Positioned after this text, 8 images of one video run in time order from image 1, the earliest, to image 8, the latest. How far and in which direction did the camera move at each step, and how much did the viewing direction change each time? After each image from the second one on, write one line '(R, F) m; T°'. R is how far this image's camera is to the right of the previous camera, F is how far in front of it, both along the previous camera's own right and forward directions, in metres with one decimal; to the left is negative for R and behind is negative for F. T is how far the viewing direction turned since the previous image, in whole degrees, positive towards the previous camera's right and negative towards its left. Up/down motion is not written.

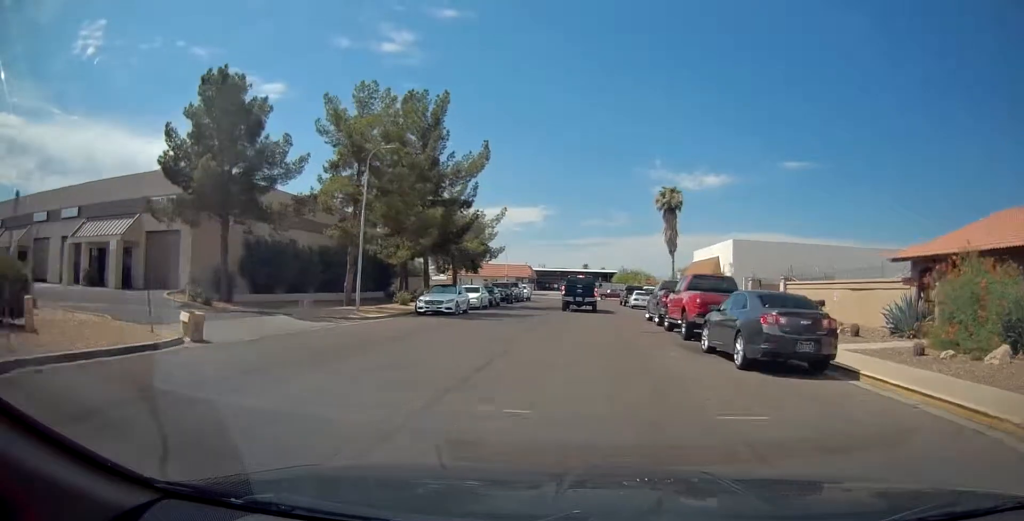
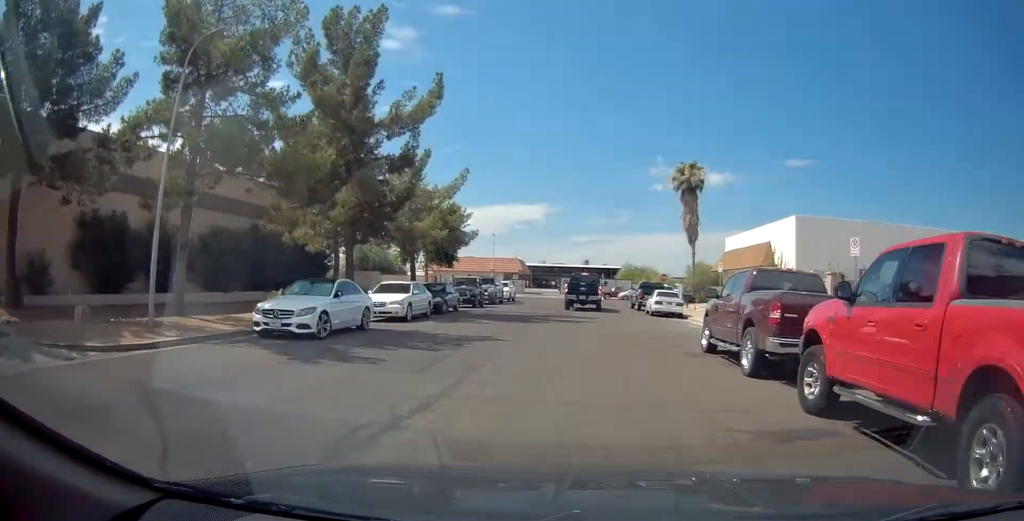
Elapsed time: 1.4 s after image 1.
(0.0, +13.3) m; 0°
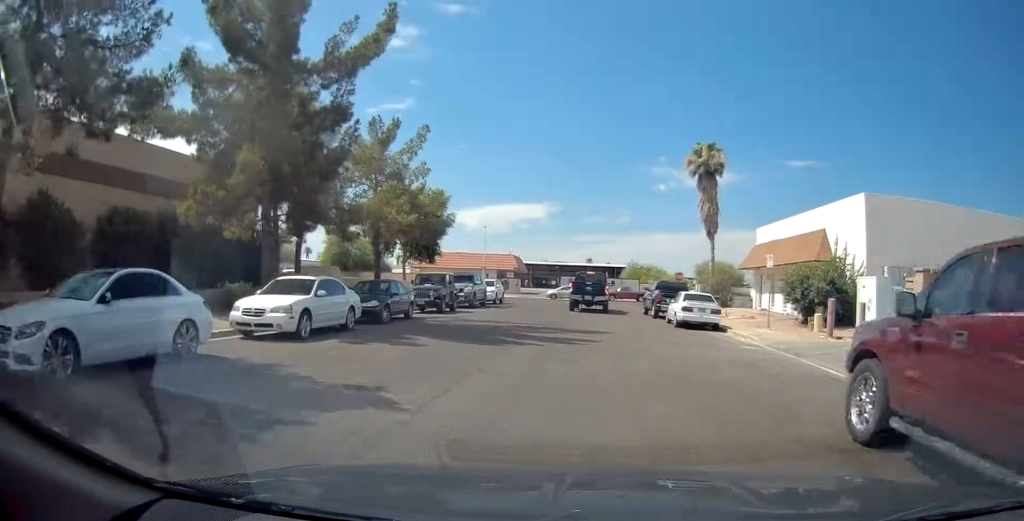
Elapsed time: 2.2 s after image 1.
(0.0, +7.7) m; 0°
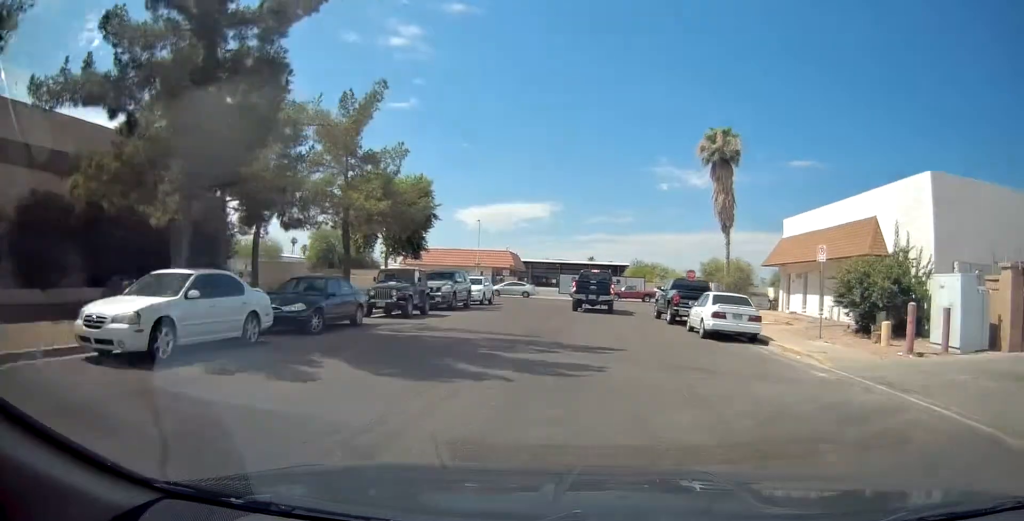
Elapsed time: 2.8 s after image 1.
(0.0, +4.9) m; 0°
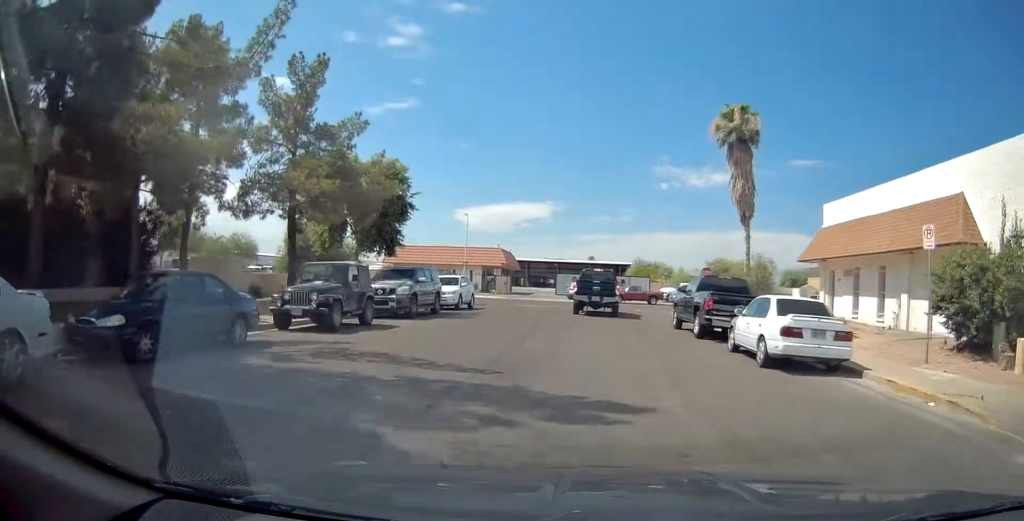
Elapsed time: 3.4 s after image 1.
(0.0, +5.8) m; 0°
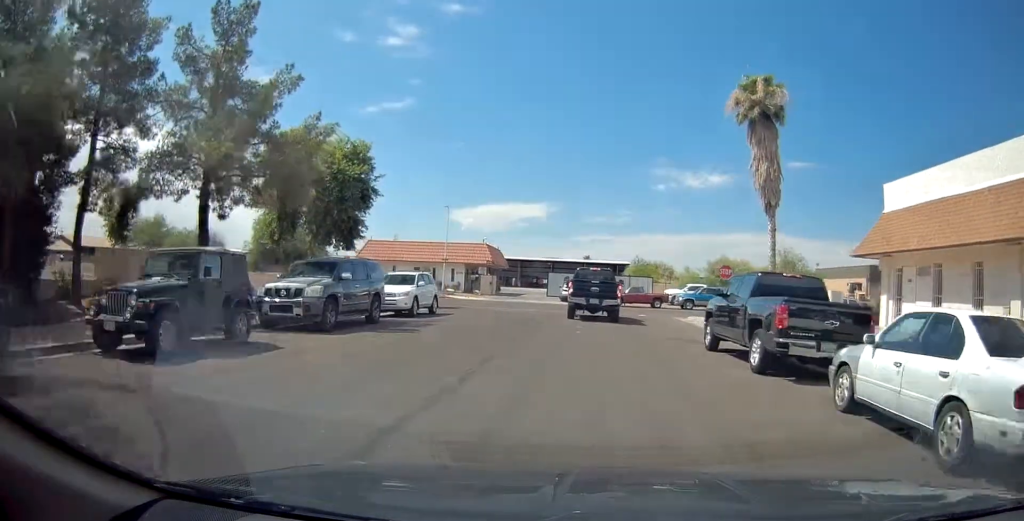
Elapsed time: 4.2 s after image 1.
(0.0, +6.2) m; 0°
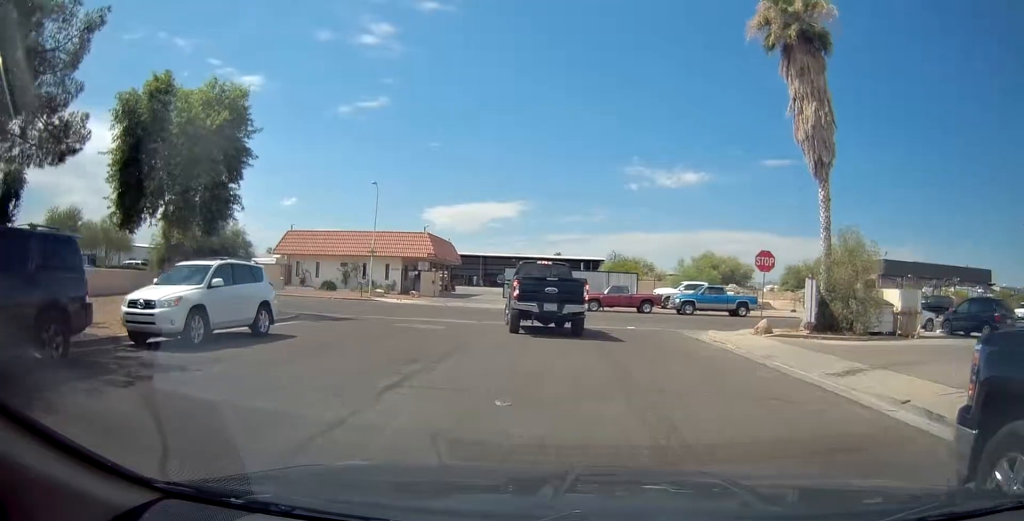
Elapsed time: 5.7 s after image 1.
(0.0, +11.0) m; +6°
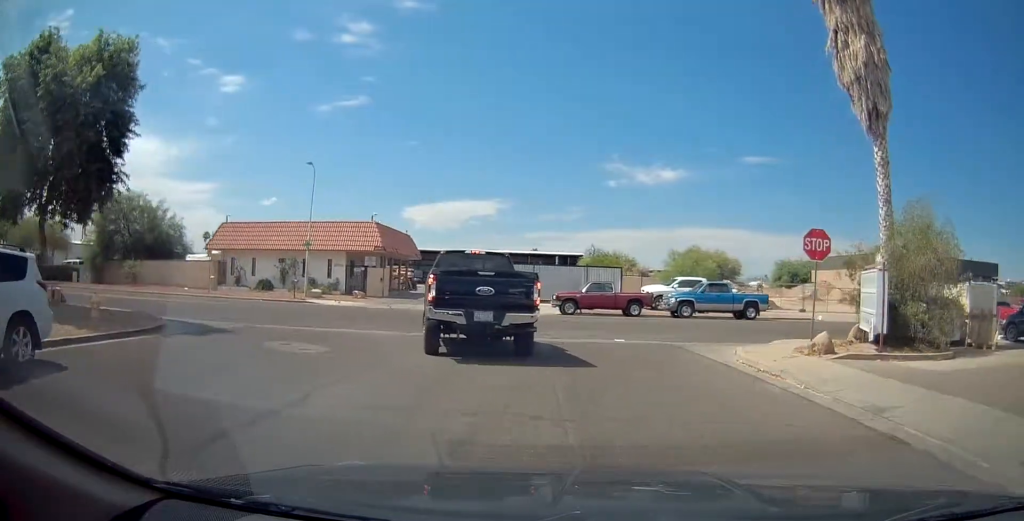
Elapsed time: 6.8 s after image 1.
(+0.8, +6.4) m; +1°
